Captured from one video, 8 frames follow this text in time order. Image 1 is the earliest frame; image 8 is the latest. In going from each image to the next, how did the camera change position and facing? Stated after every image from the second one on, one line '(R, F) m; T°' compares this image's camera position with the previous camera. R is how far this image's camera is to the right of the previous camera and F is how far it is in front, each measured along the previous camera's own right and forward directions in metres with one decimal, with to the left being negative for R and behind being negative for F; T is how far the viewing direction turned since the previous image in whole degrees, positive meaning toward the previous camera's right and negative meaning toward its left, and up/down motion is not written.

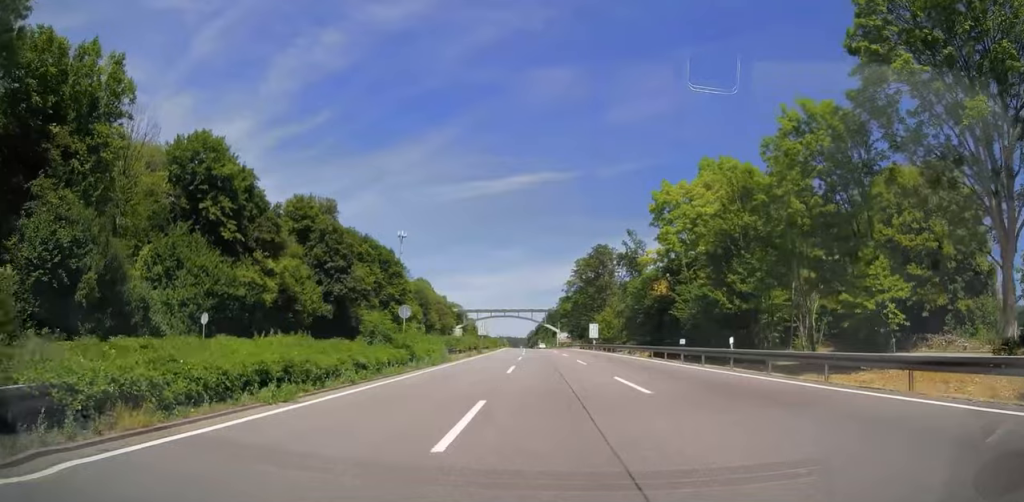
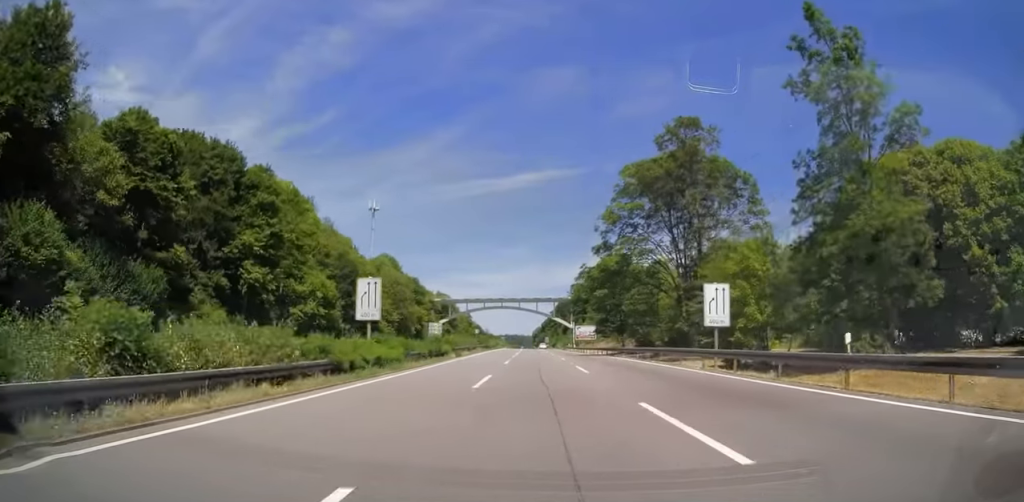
(-0.4, +61.9) m; -1°
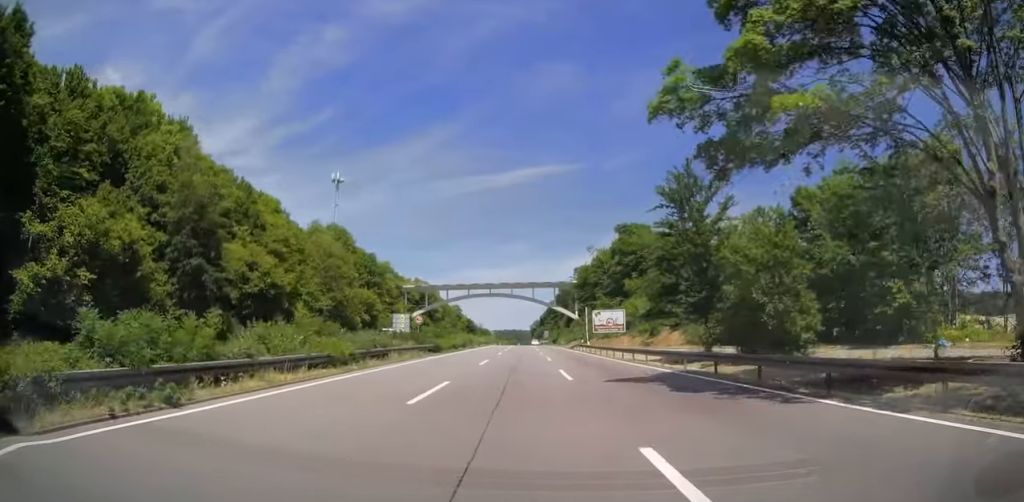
(-0.1, +40.7) m; 0°
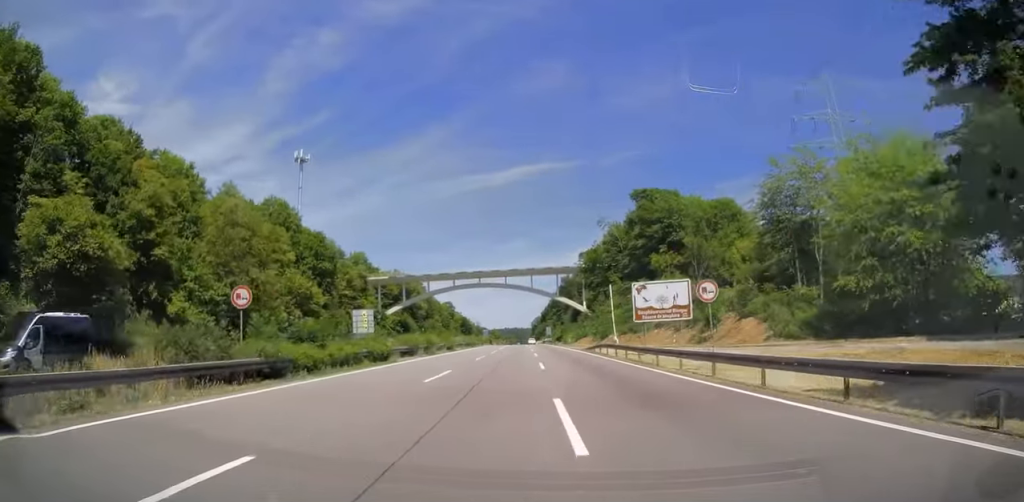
(0.0, +30.0) m; 0°
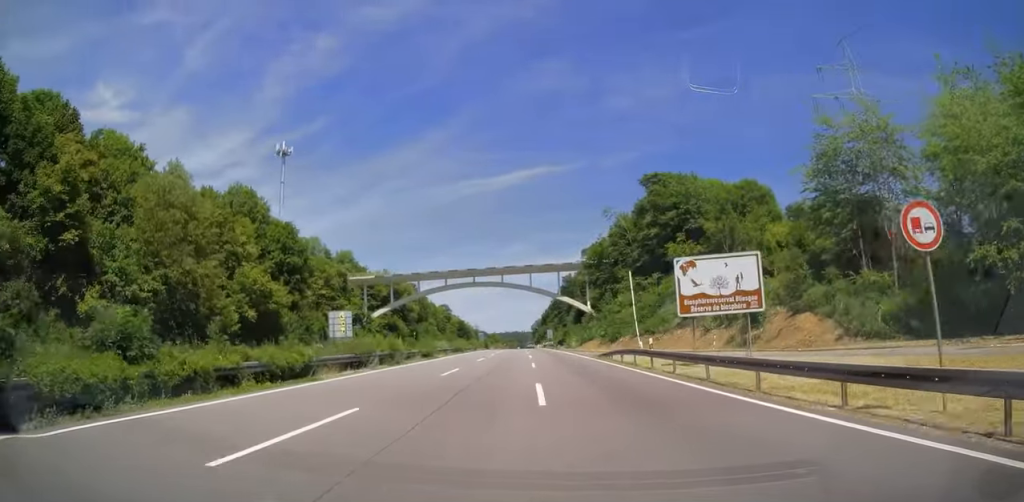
(0.0, +12.5) m; 0°
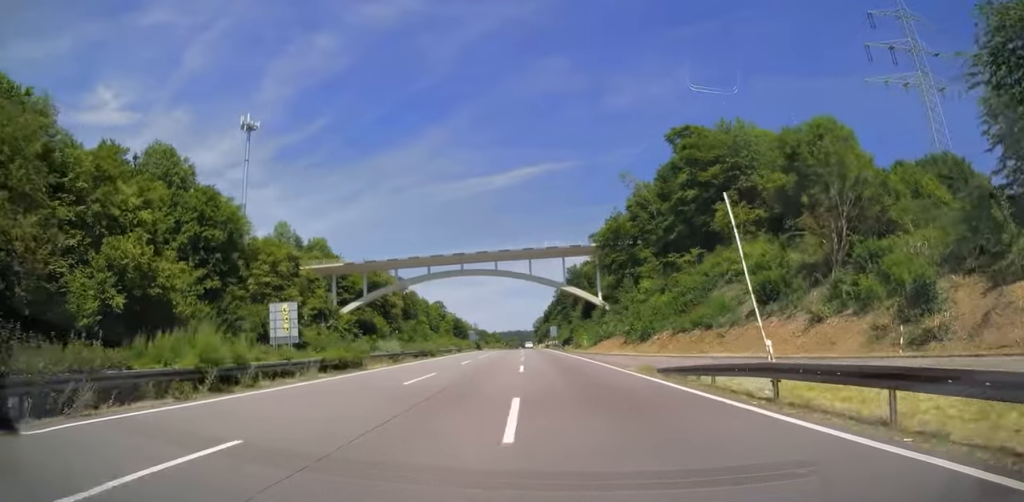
(-0.1, +22.4) m; 0°
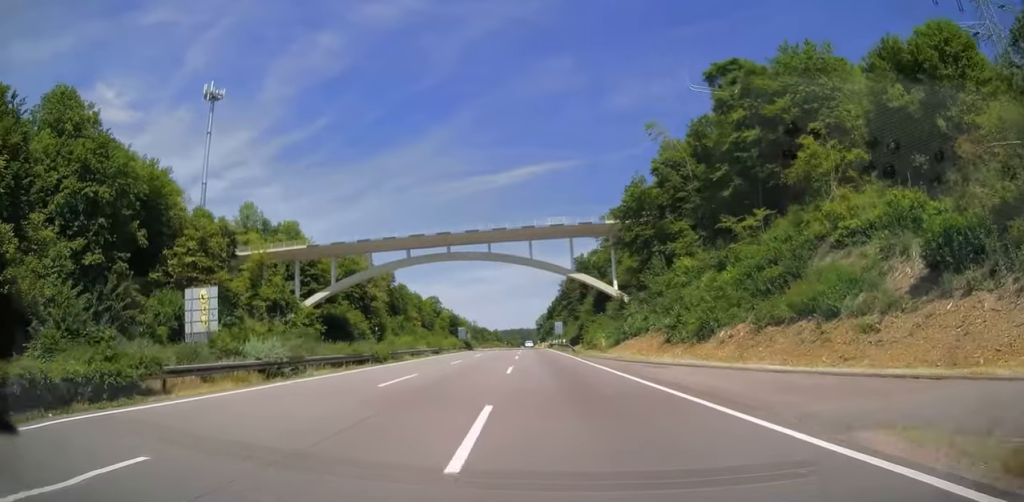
(-0.1, +19.7) m; 0°
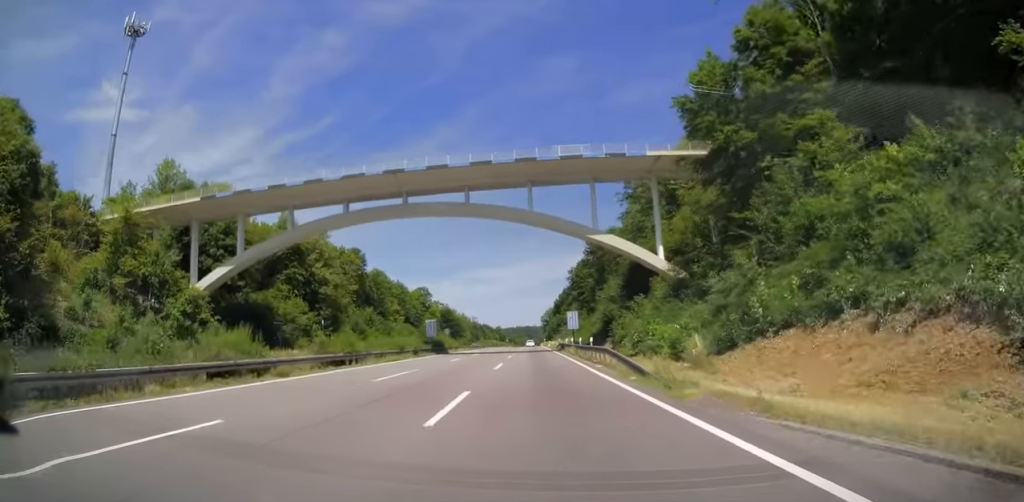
(0.0, +32.6) m; 0°
